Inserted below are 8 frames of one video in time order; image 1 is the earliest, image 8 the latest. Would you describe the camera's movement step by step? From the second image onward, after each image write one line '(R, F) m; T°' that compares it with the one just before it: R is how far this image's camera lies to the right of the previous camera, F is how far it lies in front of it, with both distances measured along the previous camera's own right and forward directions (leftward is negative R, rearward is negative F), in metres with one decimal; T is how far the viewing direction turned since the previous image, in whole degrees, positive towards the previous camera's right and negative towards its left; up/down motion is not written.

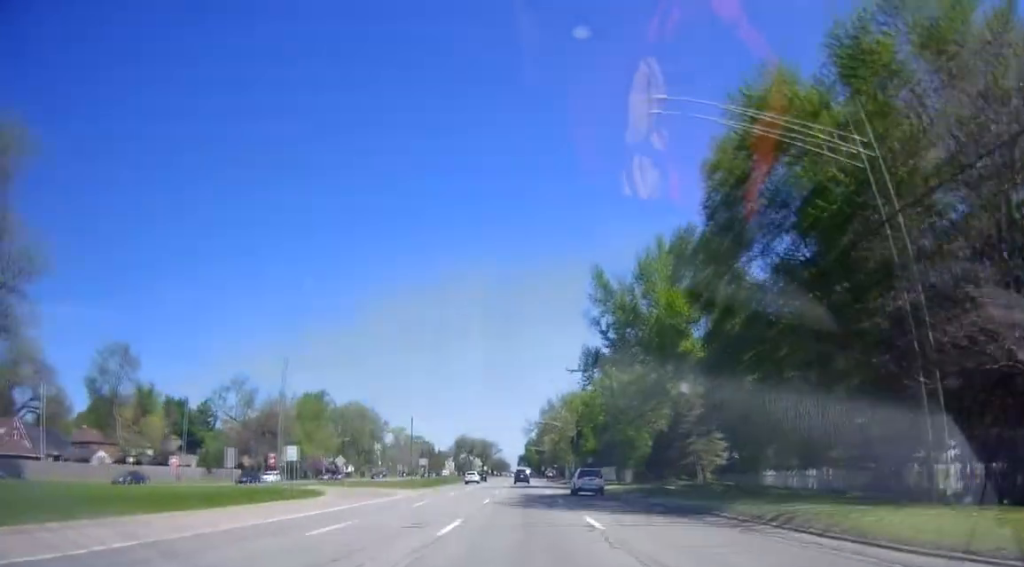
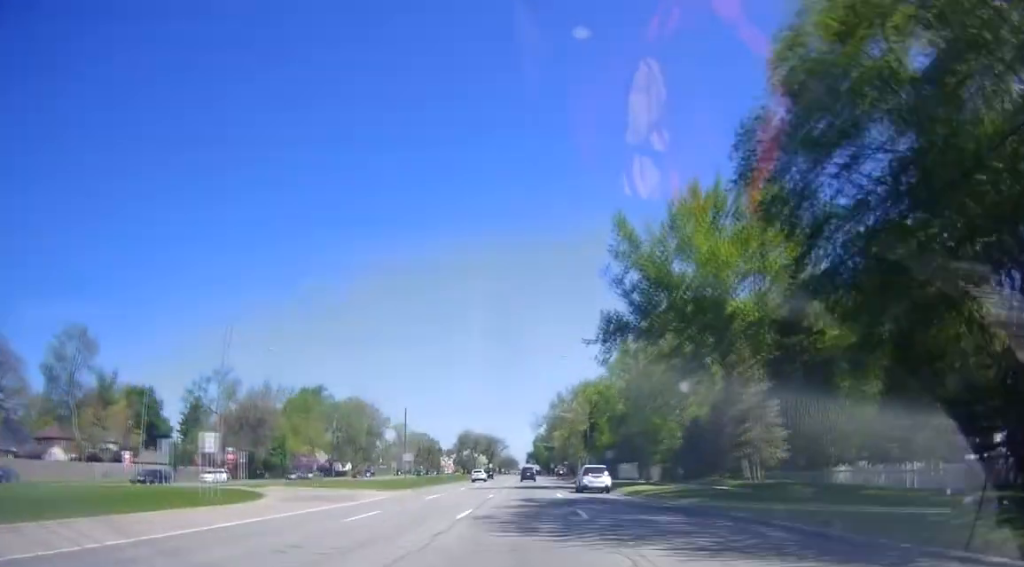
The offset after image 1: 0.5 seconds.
(-0.2, +12.2) m; -1°
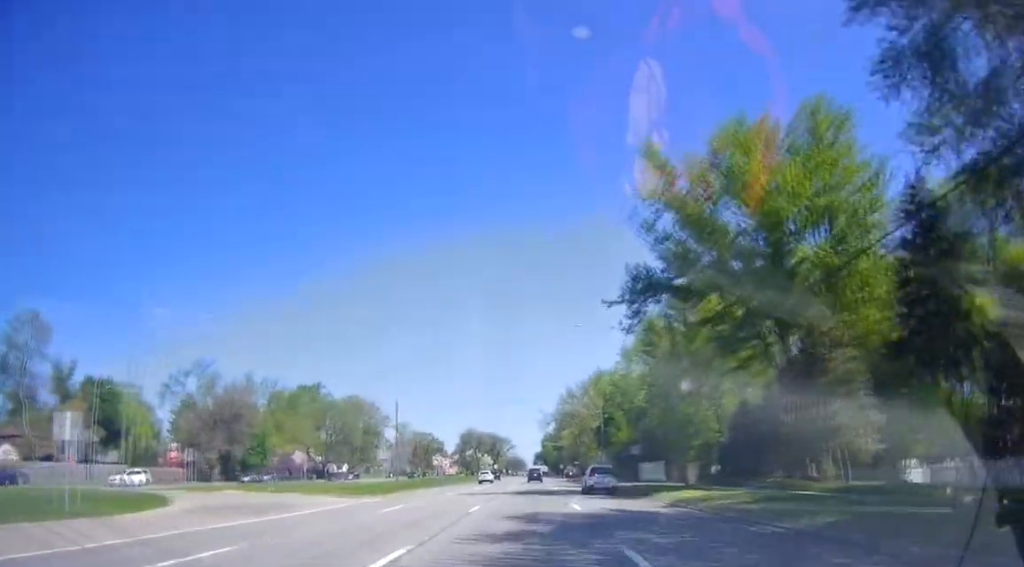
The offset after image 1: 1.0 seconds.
(-0.3, +11.5) m; -1°
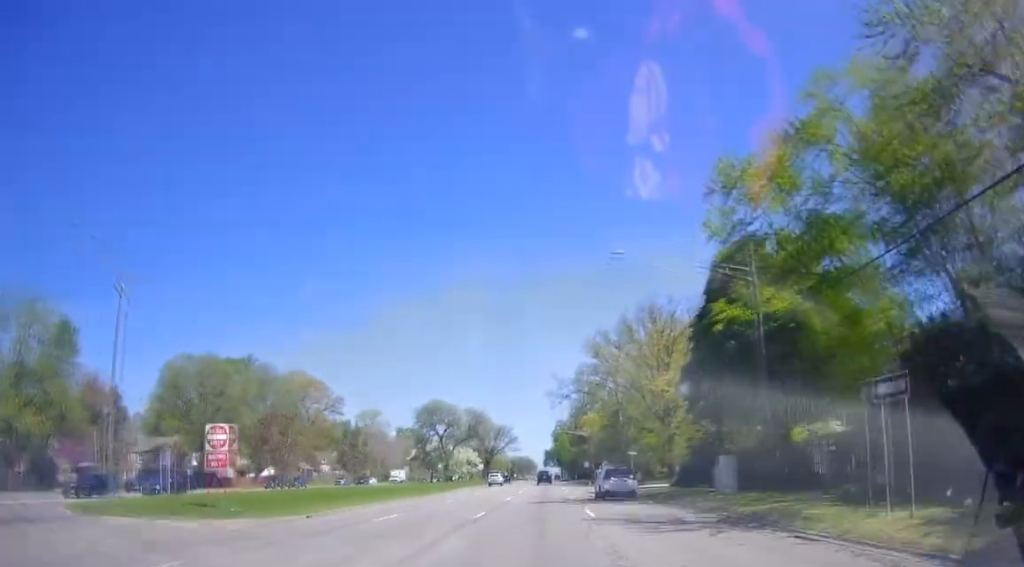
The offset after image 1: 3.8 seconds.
(-0.3, +65.7) m; -2°
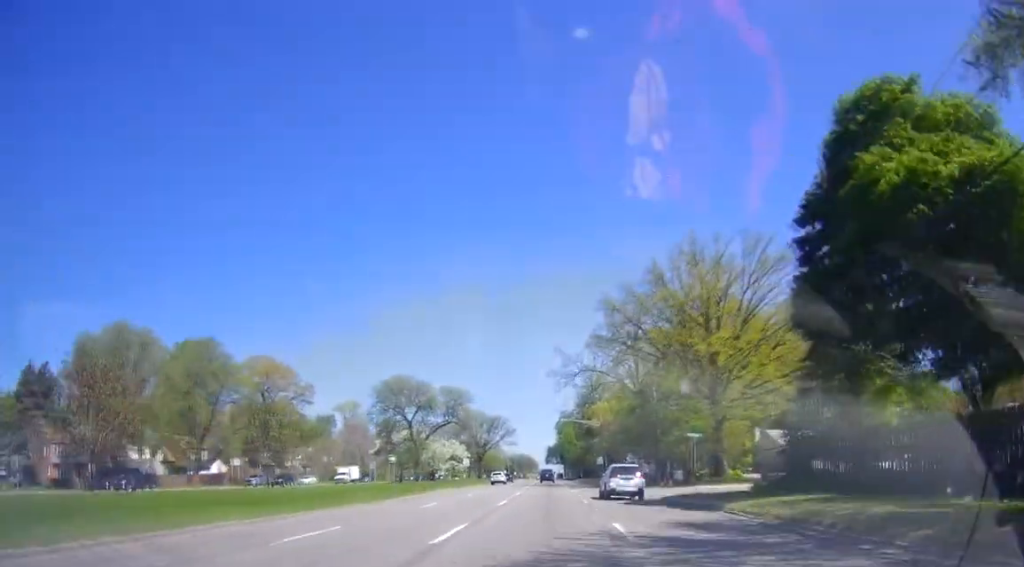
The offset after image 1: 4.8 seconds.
(-0.5, +22.8) m; -1°
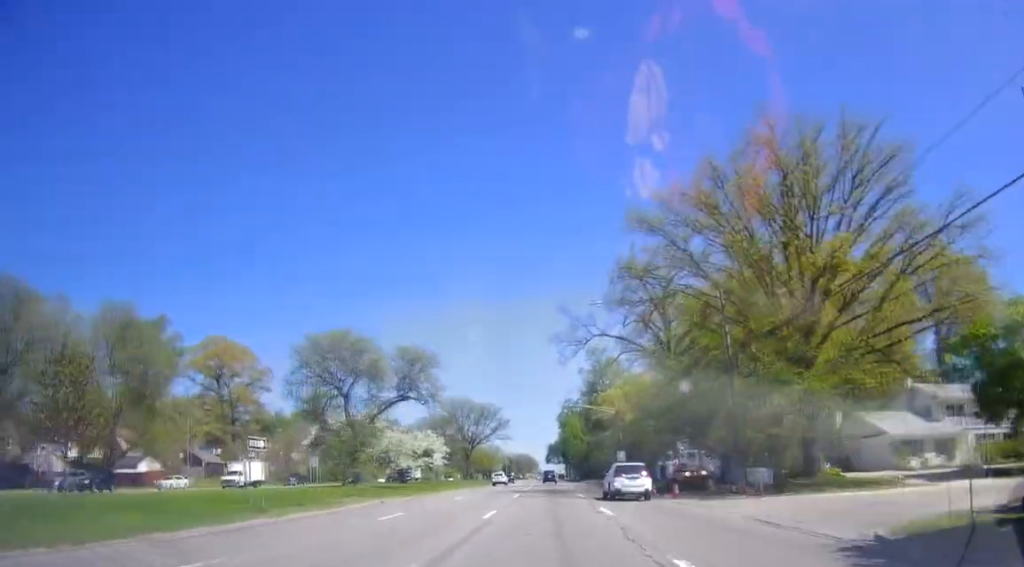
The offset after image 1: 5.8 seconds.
(+0.3, +22.5) m; +1°
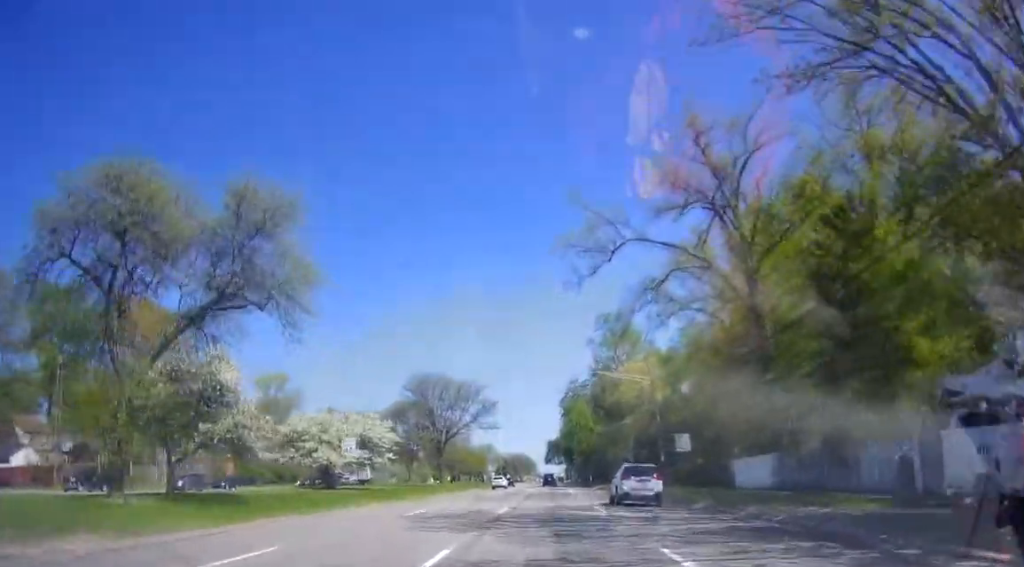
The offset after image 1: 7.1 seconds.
(+0.3, +27.6) m; 0°
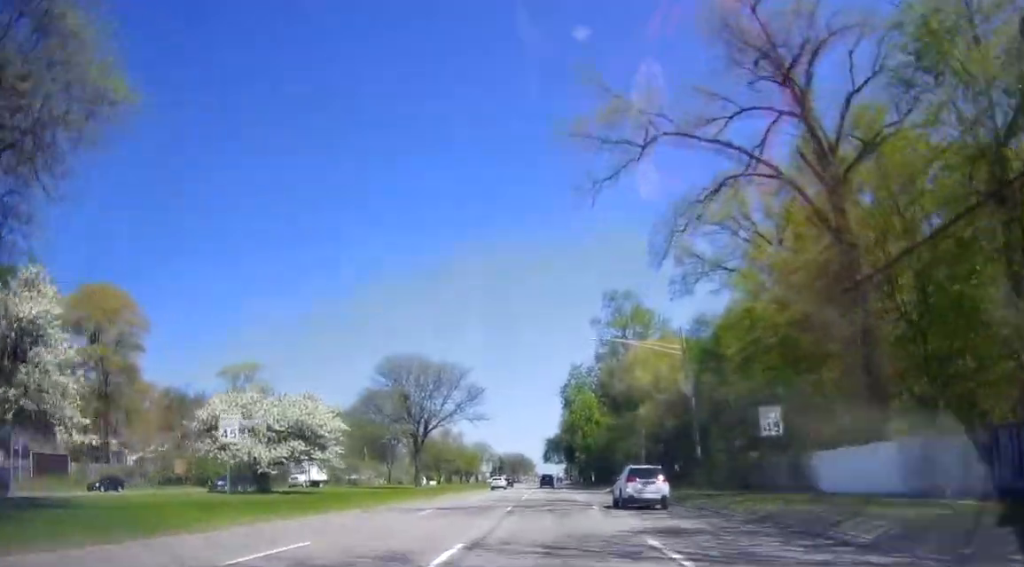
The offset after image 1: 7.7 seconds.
(-0.1, +13.4) m; 0°
